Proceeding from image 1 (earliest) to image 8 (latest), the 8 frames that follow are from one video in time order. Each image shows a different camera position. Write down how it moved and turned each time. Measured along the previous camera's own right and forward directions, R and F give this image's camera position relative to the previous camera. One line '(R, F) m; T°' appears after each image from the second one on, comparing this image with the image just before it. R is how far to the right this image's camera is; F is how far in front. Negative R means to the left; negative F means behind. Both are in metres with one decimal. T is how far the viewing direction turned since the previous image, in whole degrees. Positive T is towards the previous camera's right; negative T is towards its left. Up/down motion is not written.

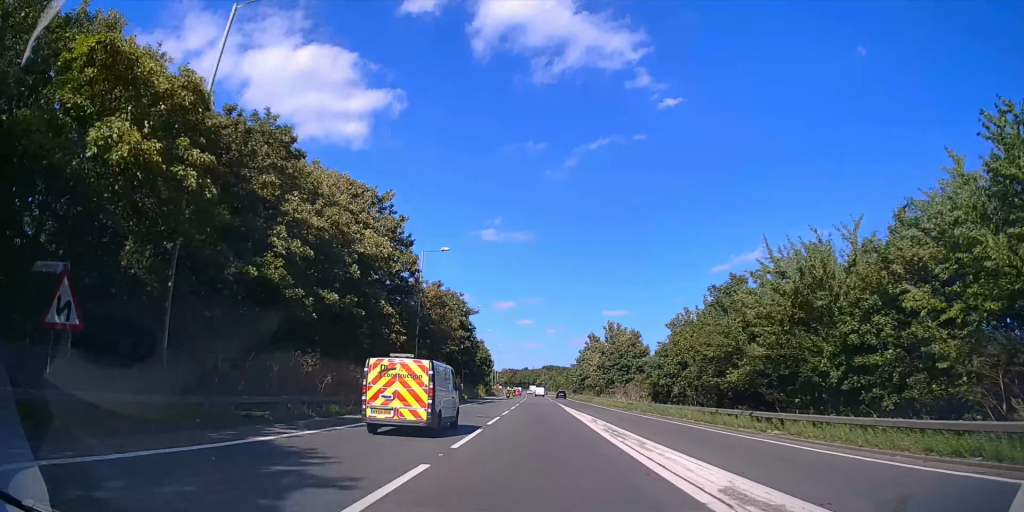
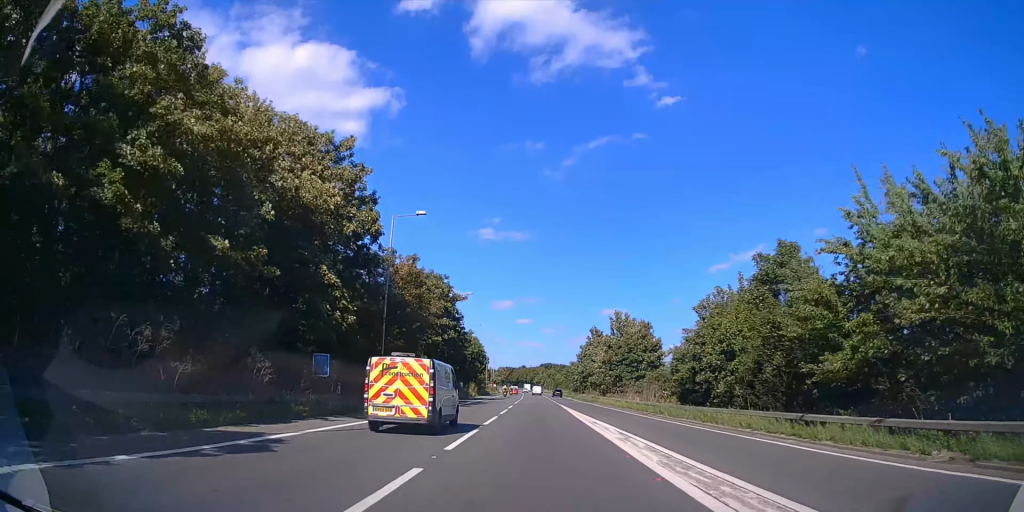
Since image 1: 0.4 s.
(0.0, +9.5) m; 0°
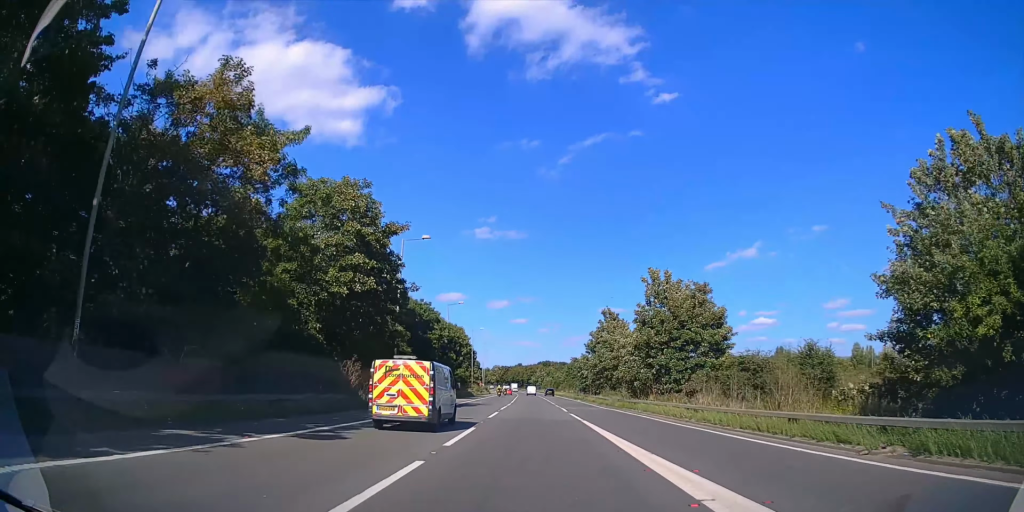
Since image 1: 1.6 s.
(0.0, +26.4) m; +1°
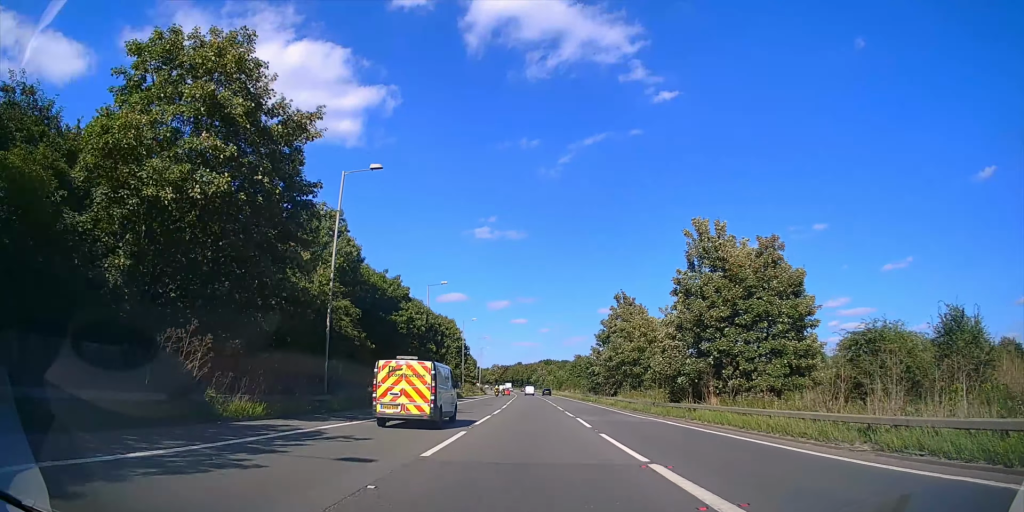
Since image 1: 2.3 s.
(+0.2, +14.7) m; 0°
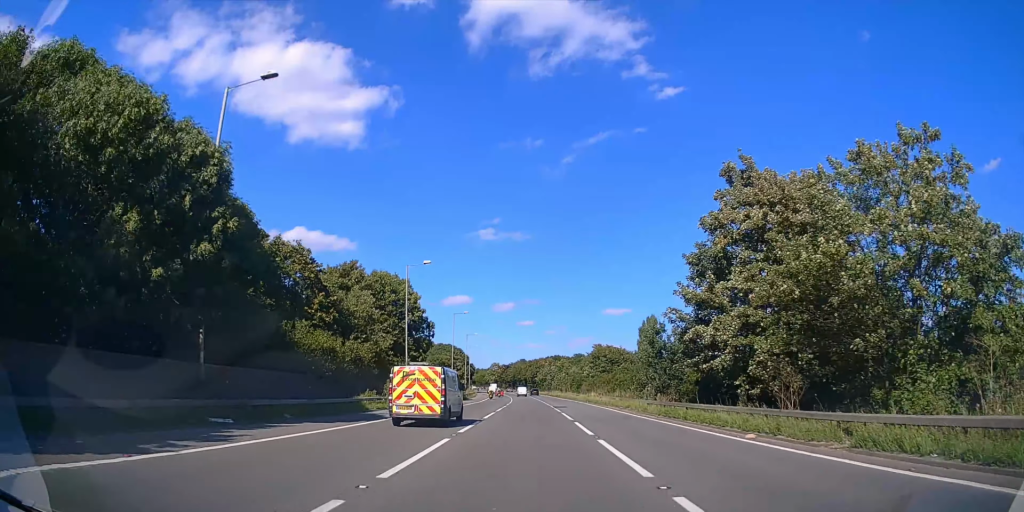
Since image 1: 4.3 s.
(-0.1, +44.3) m; 0°
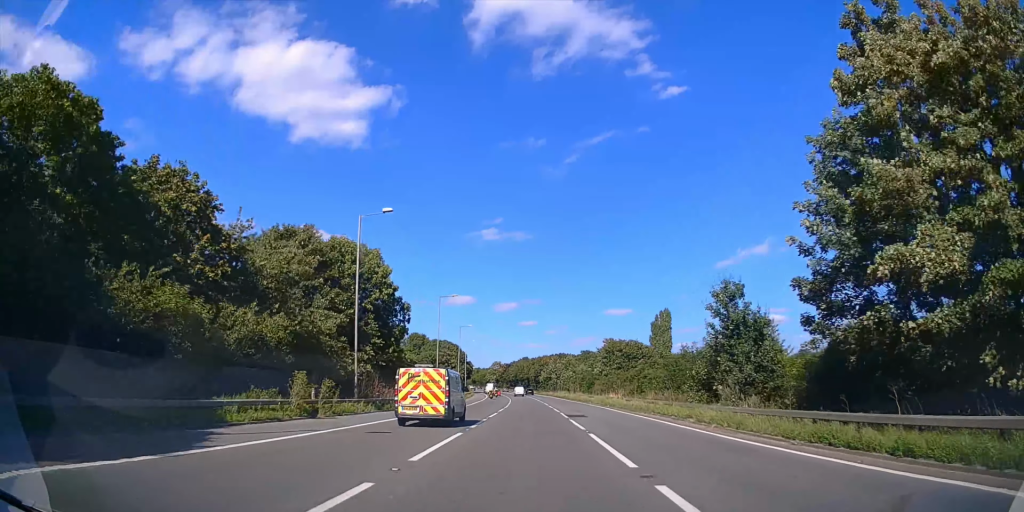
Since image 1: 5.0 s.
(0.0, +15.5) m; 0°
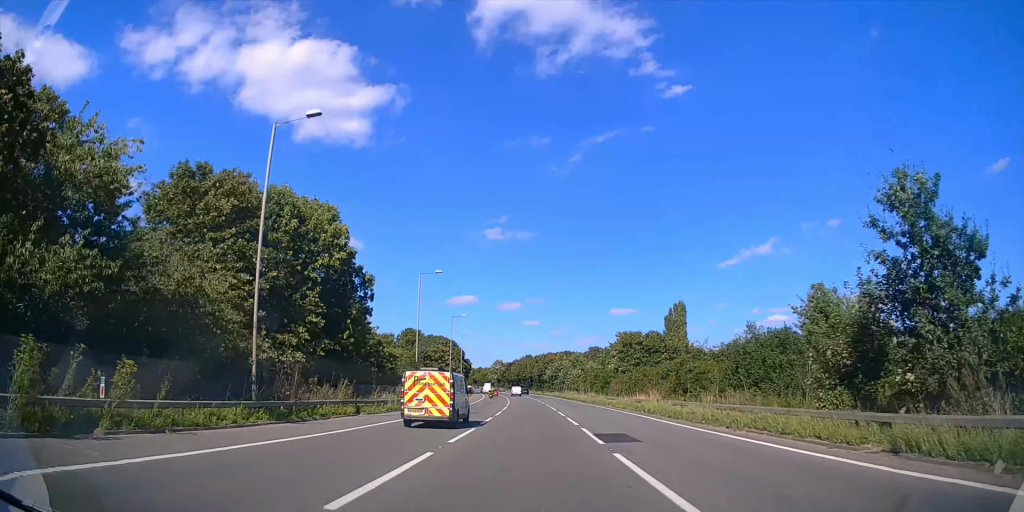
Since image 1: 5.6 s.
(0.0, +14.1) m; -1°
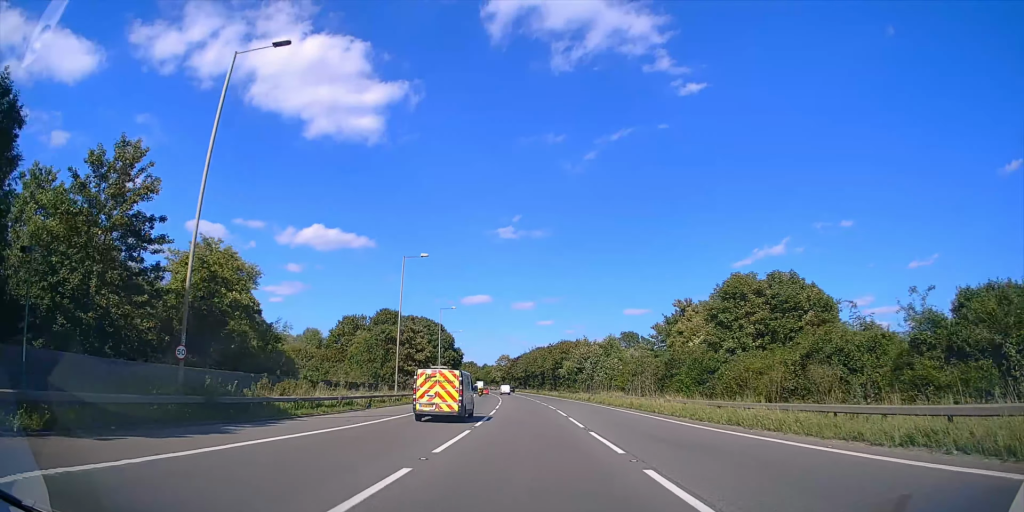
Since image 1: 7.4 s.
(-0.5, +39.0) m; -1°
